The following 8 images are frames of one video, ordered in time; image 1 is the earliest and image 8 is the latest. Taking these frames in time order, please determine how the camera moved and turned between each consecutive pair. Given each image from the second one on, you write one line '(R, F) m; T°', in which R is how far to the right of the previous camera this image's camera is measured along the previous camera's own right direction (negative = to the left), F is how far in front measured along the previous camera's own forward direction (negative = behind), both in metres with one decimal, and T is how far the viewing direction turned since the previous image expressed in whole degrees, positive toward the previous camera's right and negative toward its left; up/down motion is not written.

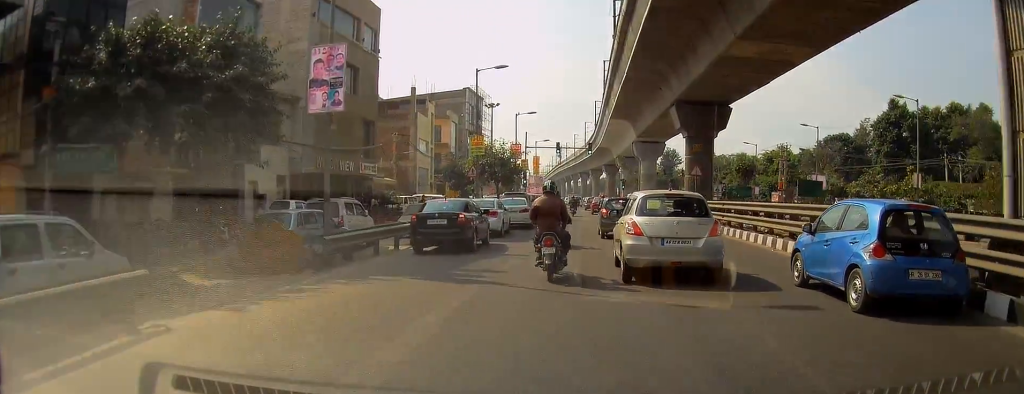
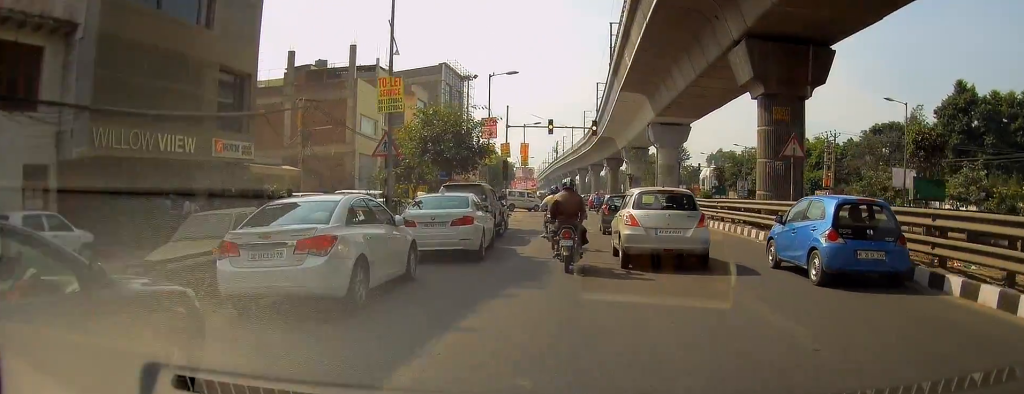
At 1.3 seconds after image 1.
(0.0, +14.9) m; -1°
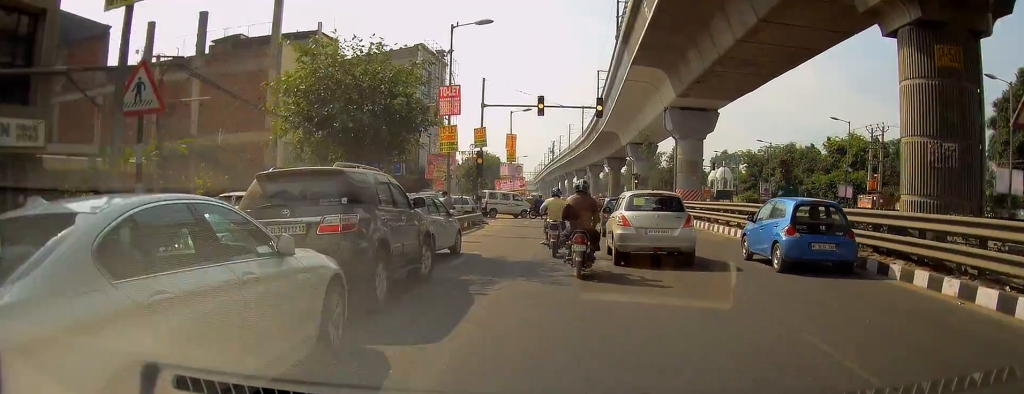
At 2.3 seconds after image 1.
(-0.2, +10.9) m; -1°
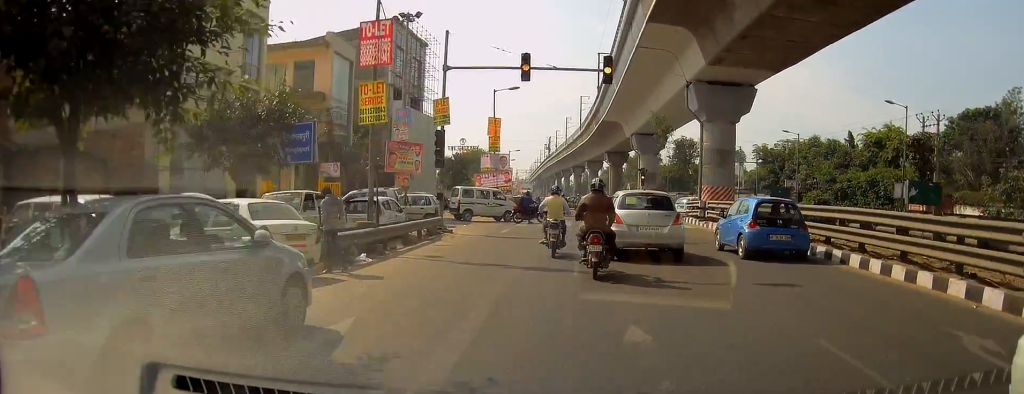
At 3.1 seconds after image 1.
(0.0, +9.3) m; 0°
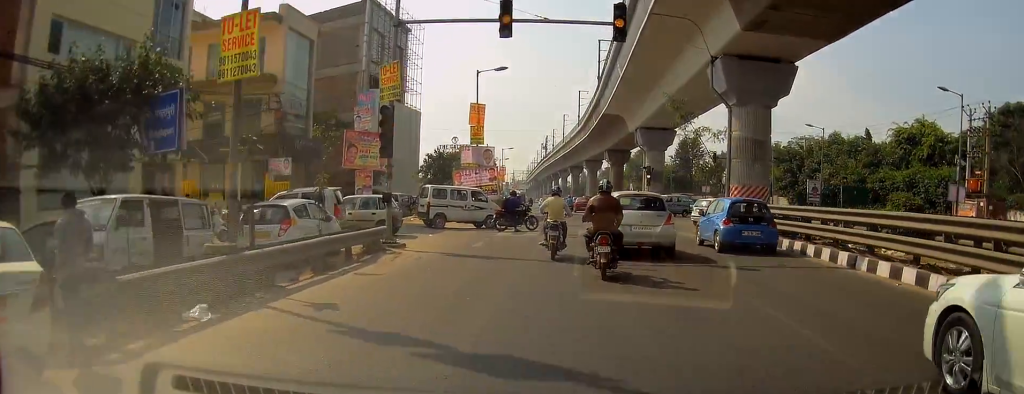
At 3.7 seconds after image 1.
(0.0, +6.7) m; 0°
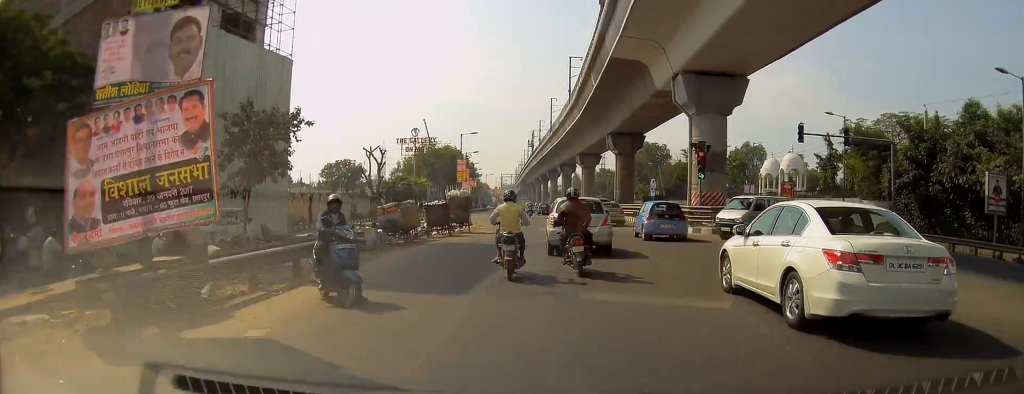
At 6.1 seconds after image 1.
(+0.8, +26.0) m; +2°
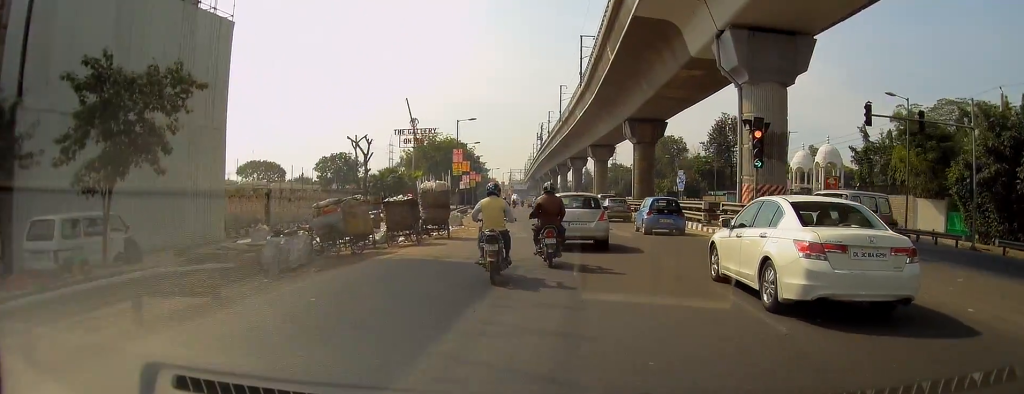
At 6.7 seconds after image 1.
(0.0, +7.1) m; -1°
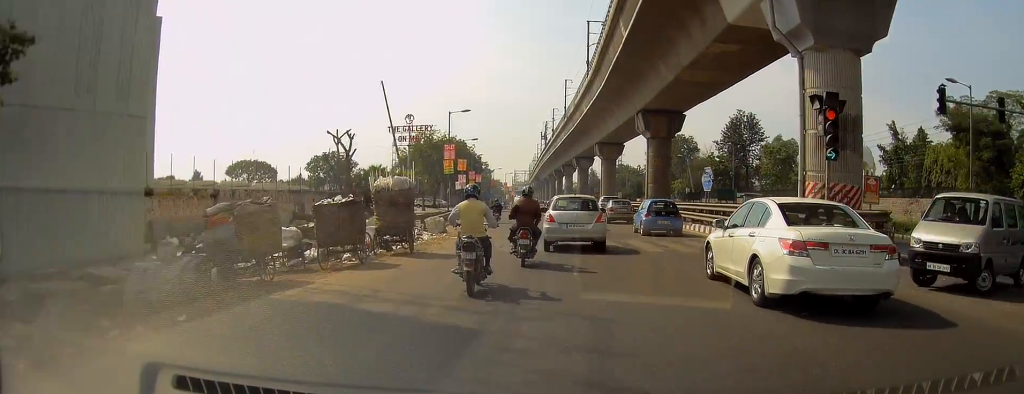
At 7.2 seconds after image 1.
(0.0, +5.8) m; -1°
